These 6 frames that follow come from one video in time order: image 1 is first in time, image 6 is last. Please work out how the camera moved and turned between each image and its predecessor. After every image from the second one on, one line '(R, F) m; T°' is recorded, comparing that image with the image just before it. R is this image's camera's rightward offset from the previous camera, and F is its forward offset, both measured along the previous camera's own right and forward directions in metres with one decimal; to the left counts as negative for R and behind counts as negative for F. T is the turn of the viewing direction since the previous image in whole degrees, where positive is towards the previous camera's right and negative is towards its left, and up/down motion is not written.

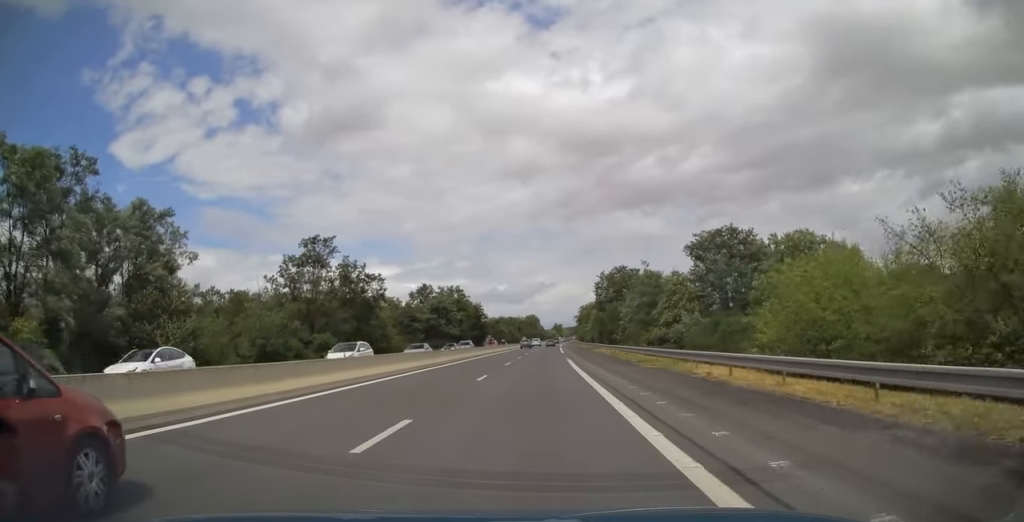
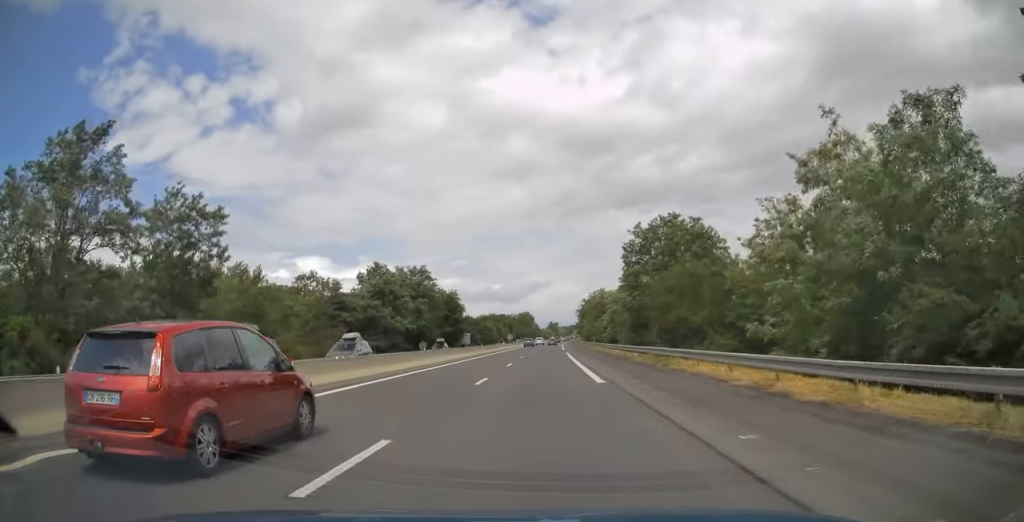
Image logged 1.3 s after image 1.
(+0.2, +42.6) m; +1°
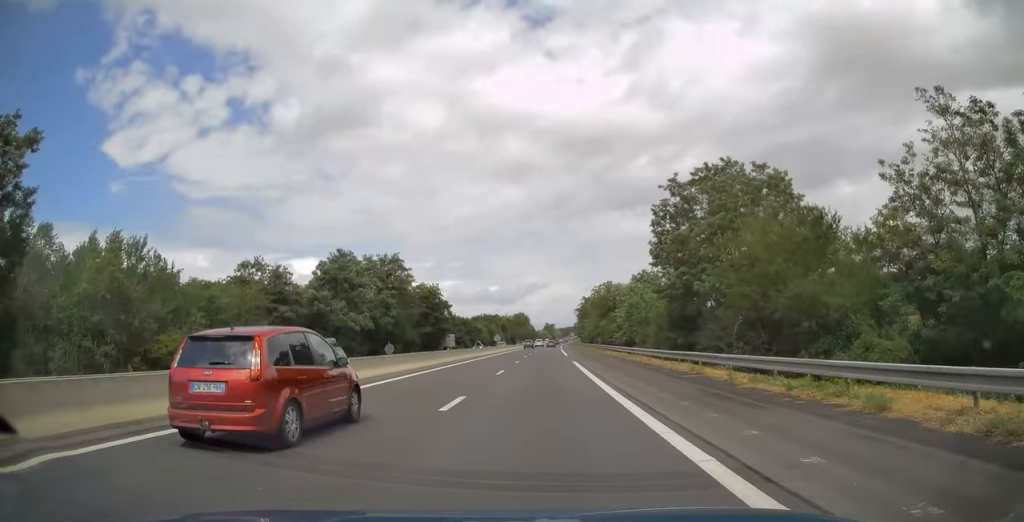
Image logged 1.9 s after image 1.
(+0.1, +19.4) m; 0°
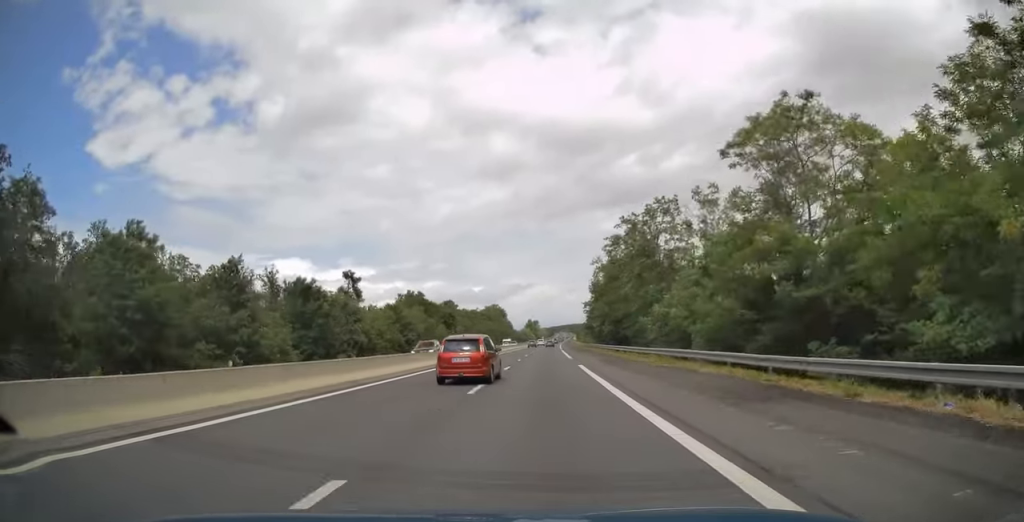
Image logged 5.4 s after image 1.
(+1.7, +114.5) m; +2°
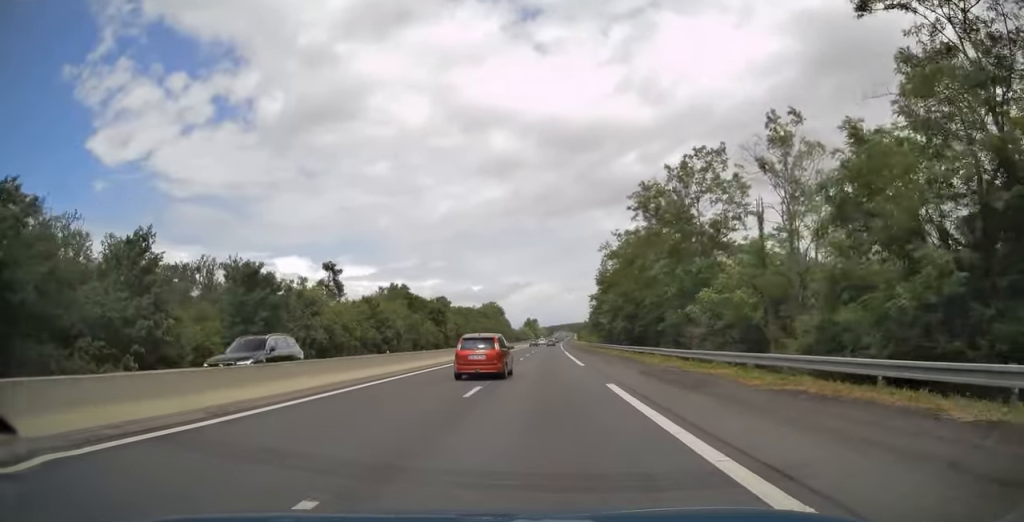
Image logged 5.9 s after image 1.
(+0.1, +14.0) m; 0°
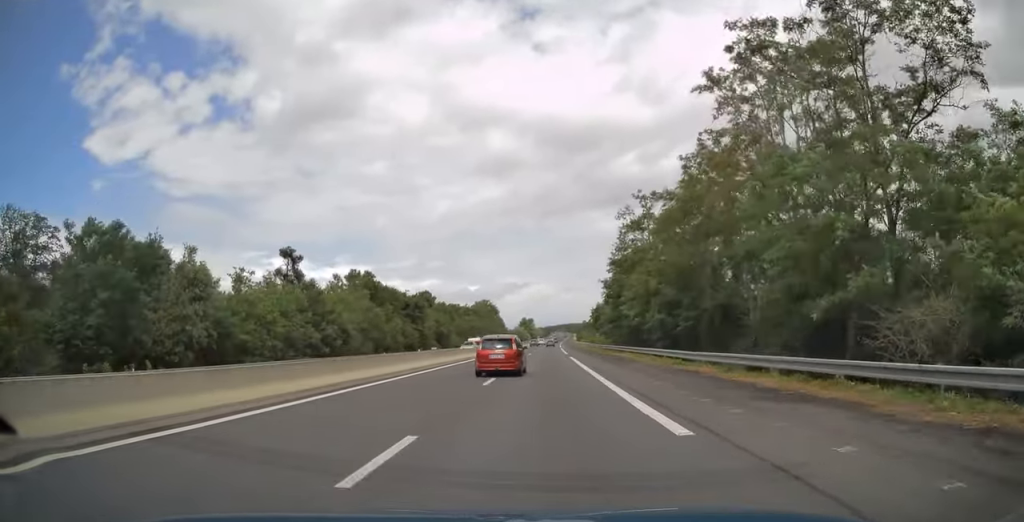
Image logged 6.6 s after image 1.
(+0.2, +22.0) m; 0°
